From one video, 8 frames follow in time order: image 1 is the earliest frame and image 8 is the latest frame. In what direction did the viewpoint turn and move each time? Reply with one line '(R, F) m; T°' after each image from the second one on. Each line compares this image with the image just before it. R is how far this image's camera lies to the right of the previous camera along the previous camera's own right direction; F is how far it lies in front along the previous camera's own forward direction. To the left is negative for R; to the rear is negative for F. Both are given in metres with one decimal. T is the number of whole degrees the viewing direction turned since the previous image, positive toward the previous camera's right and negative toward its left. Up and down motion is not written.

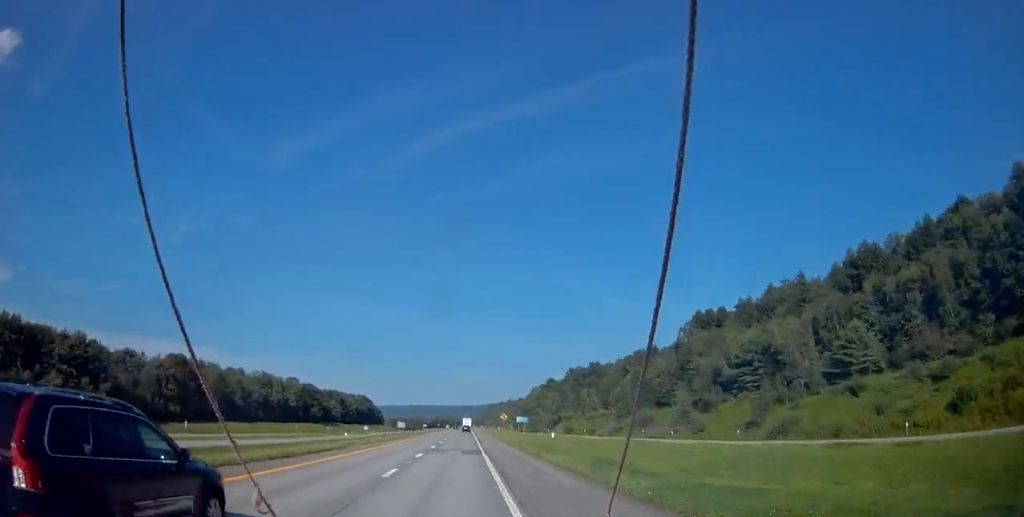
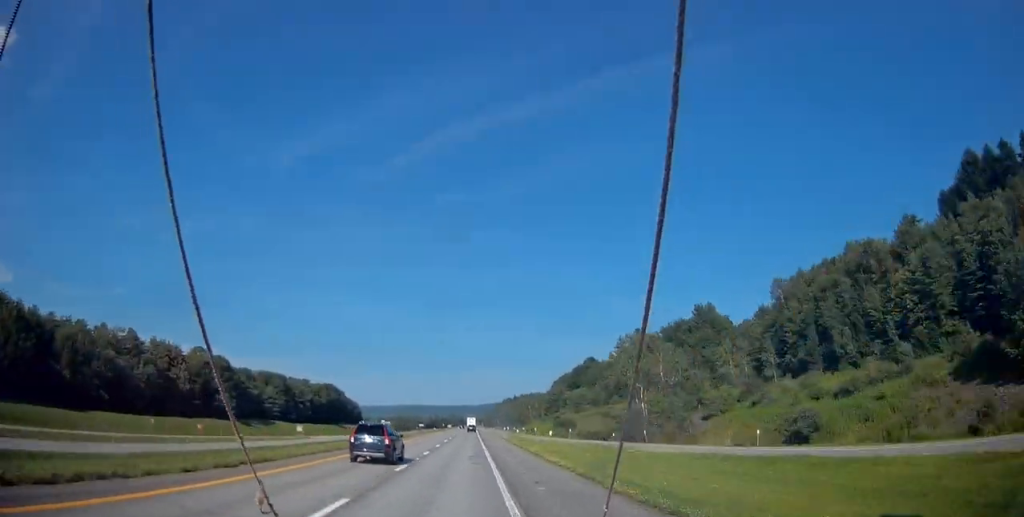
(-0.4, +114.8) m; 0°
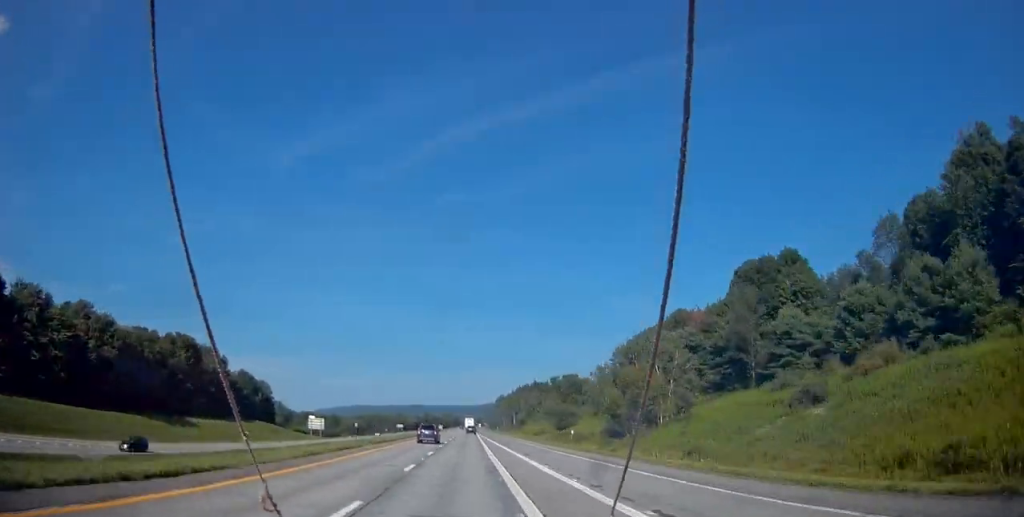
(+0.1, +162.1) m; 0°
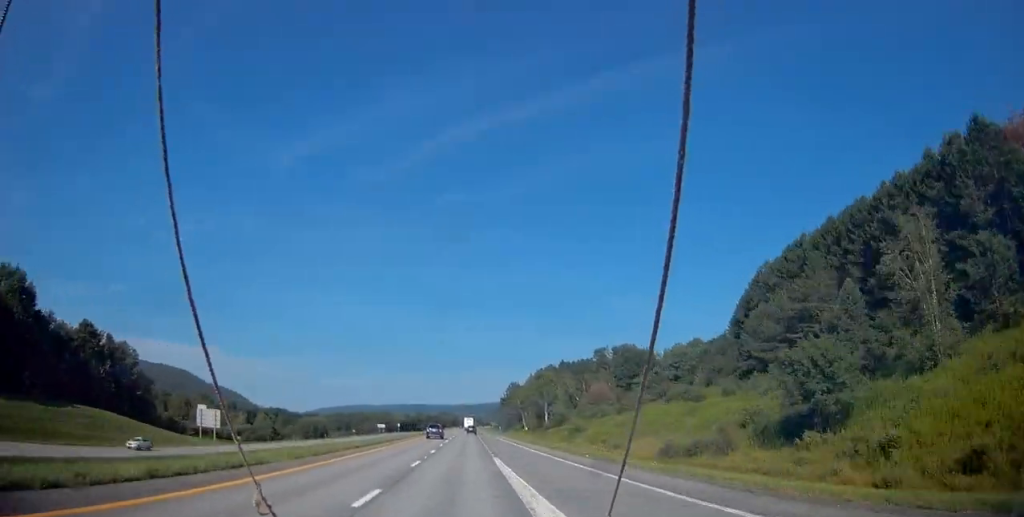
(+0.2, +88.4) m; 0°
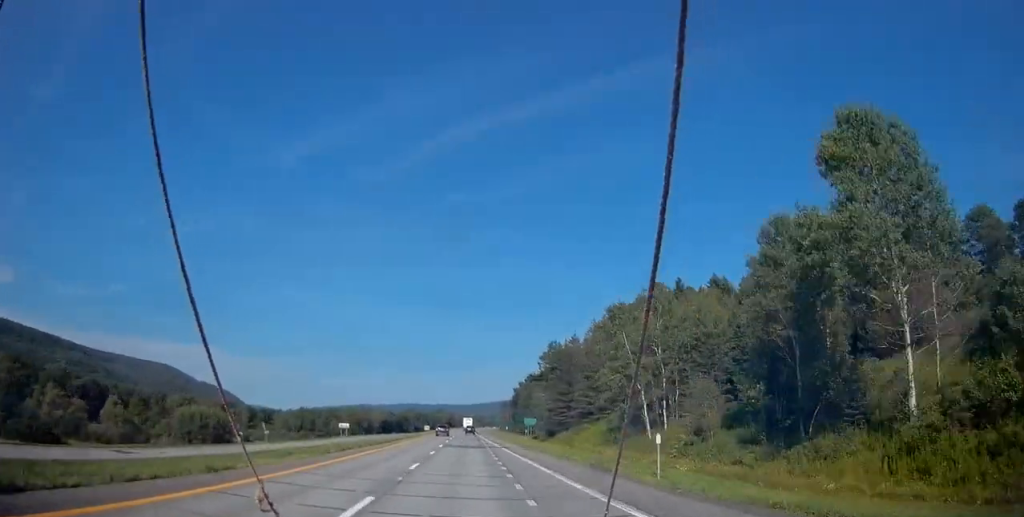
(-0.3, +117.8) m; 0°
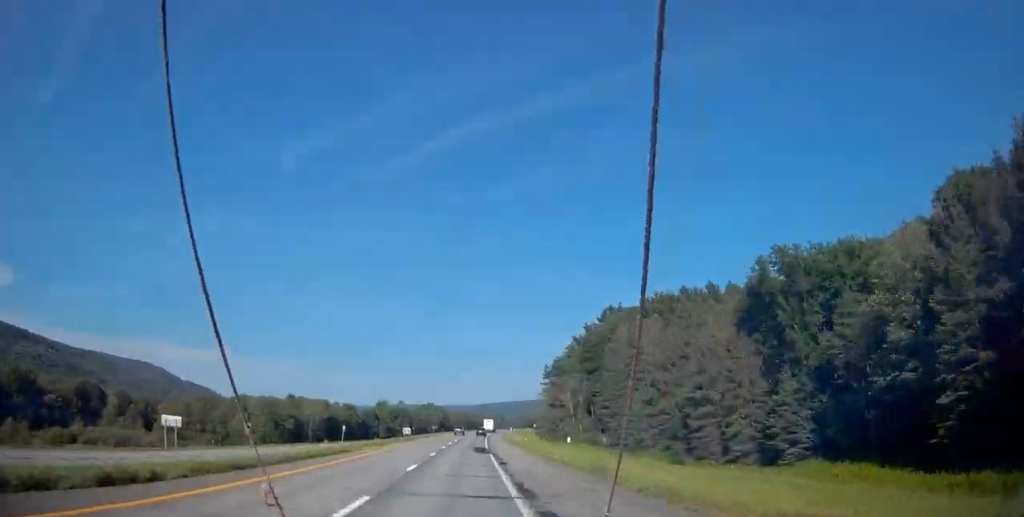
(+0.7, +162.2) m; +1°
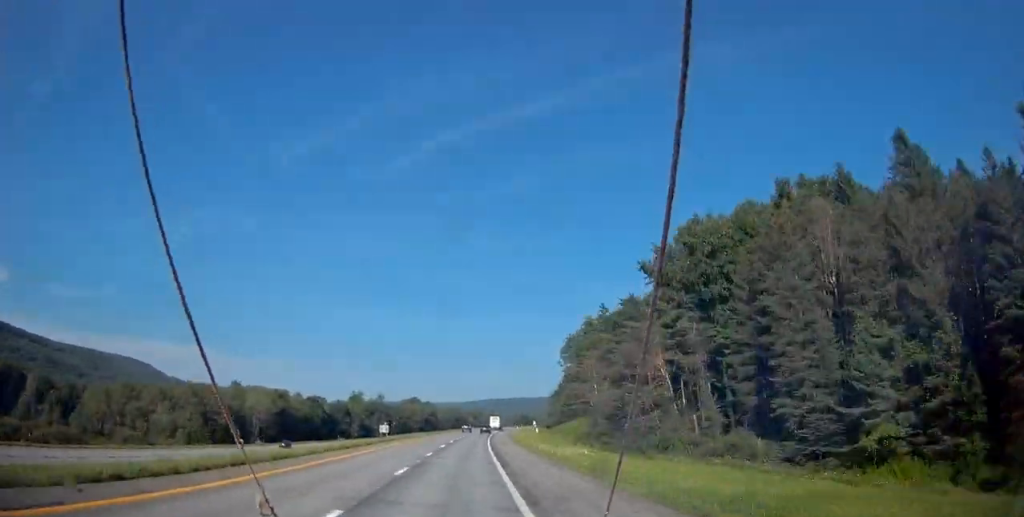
(-0.5, +49.2) m; +1°
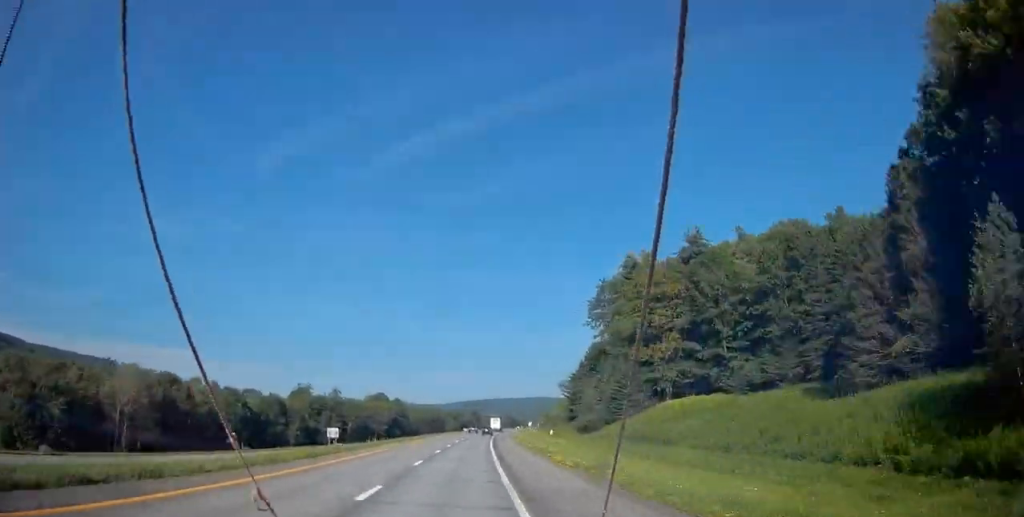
(+1.1, +66.0) m; +2°
